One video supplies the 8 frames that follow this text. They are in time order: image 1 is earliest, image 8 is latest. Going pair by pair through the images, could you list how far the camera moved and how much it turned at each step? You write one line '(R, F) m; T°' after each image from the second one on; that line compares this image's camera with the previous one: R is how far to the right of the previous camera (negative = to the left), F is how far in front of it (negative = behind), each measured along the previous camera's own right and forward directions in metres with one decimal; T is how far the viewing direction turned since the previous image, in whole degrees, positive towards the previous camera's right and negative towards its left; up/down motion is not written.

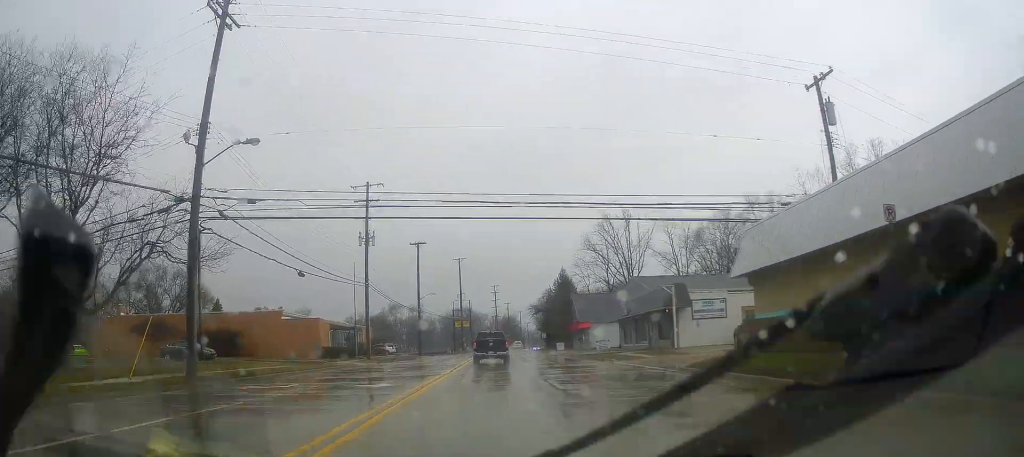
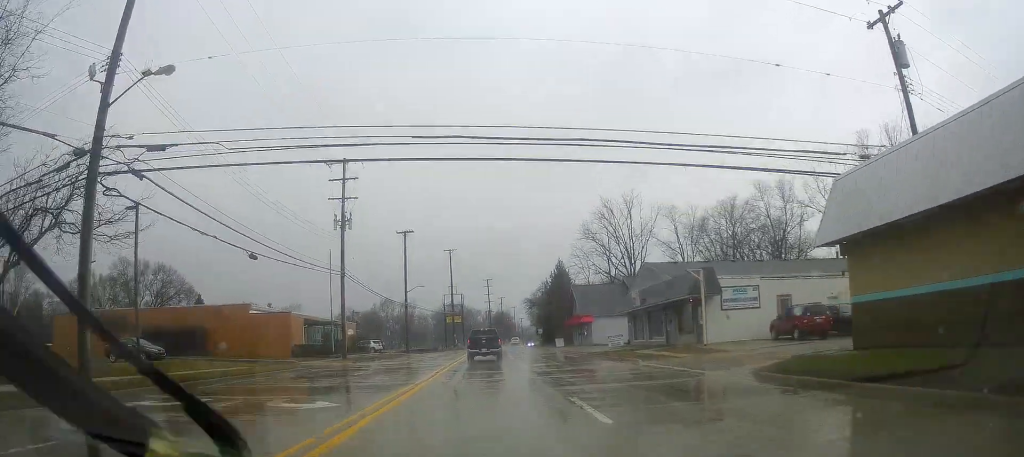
(+0.2, +6.2) m; +2°
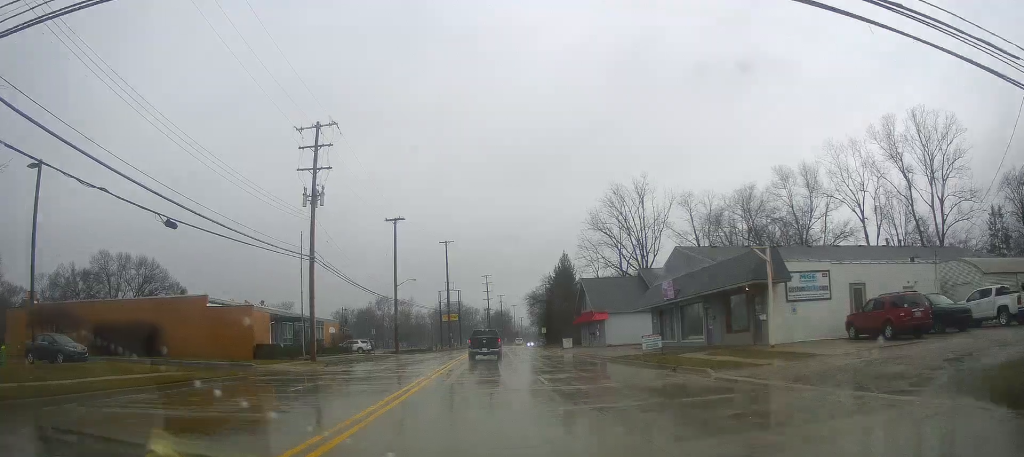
(+0.1, +7.9) m; +1°
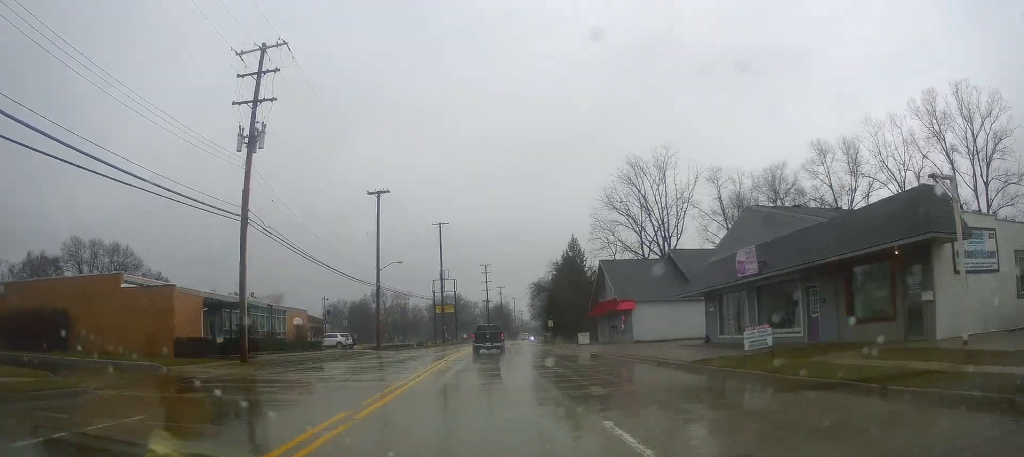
(0.0, +10.9) m; 0°
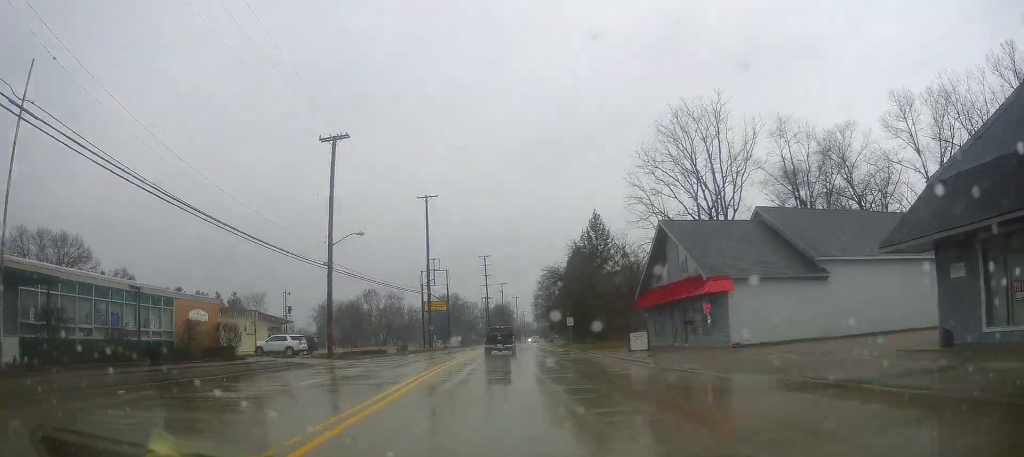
(0.0, +18.5) m; 0°
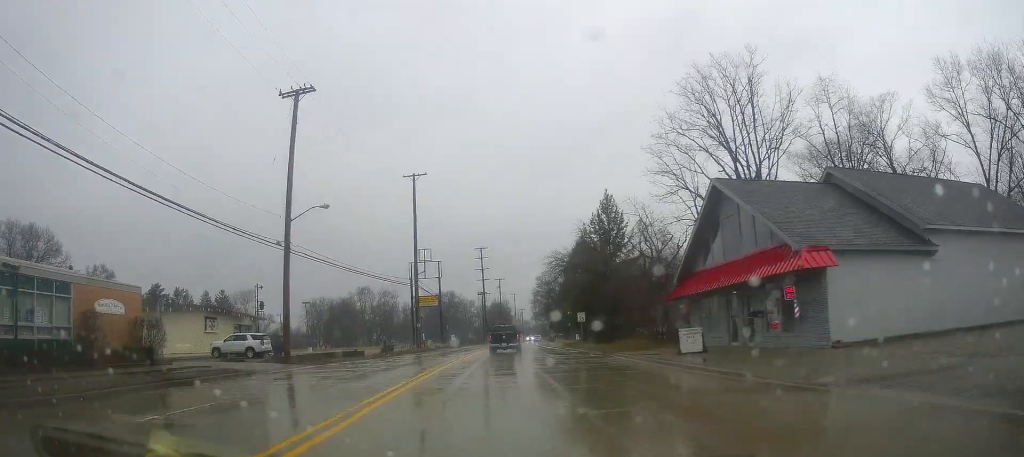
(0.0, +8.8) m; -1°
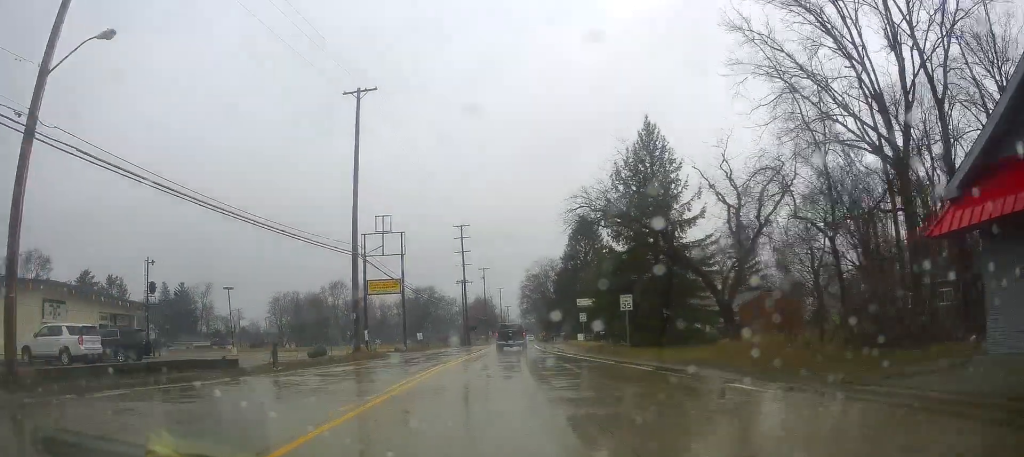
(-0.6, +20.8) m; +1°
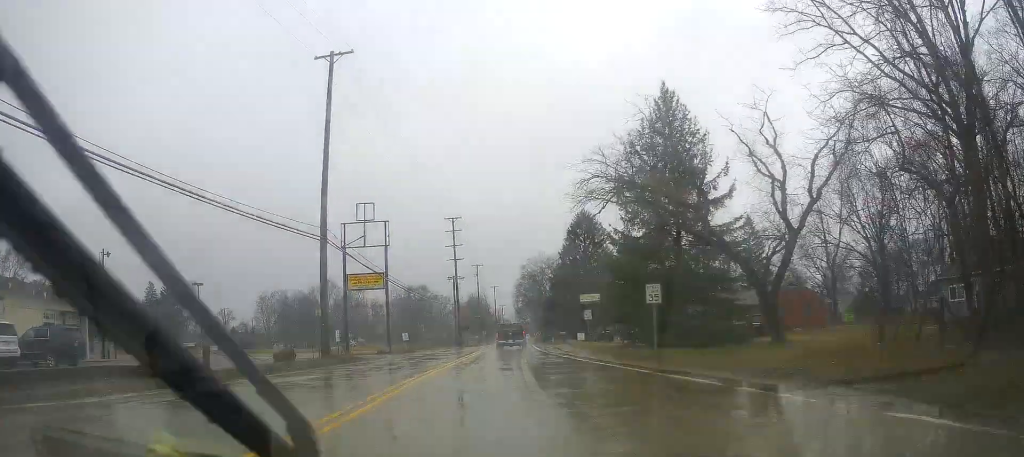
(+0.3, +5.7) m; +1°
